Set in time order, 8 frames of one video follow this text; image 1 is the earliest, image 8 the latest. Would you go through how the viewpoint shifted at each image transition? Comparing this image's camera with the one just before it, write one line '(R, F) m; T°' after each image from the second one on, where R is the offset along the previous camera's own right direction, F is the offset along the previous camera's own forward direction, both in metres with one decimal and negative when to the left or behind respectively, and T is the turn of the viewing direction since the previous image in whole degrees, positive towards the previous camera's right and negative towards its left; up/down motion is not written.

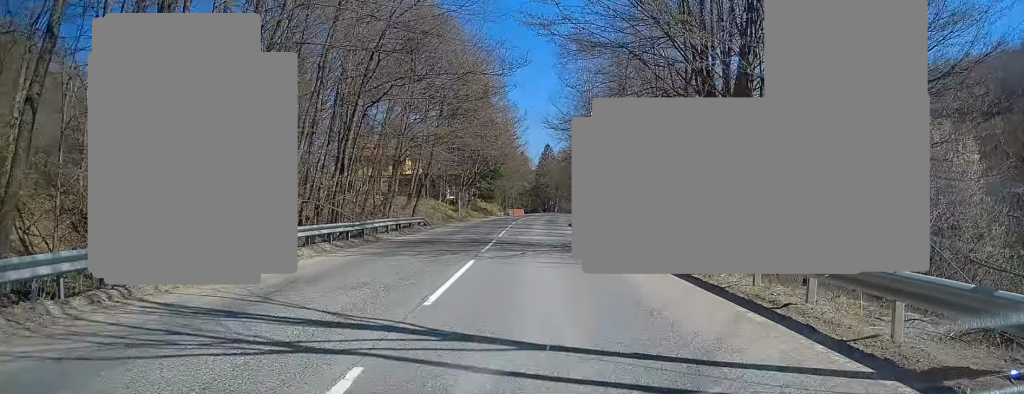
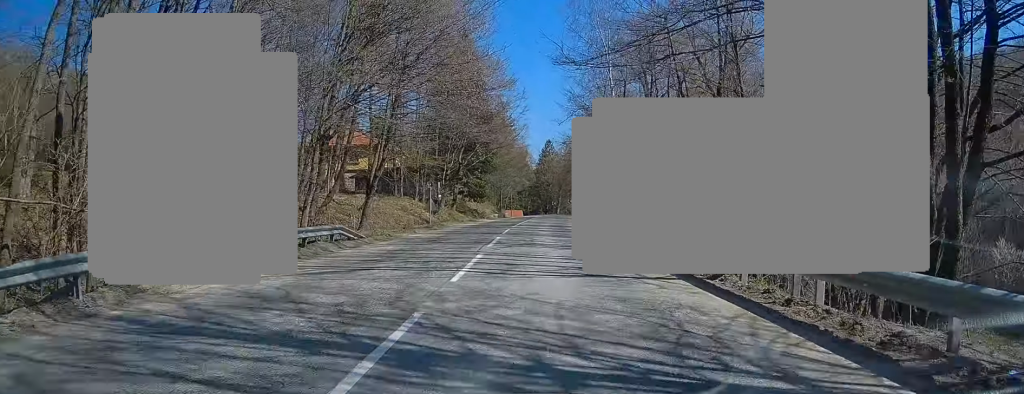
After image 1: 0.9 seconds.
(0.0, +15.5) m; 0°
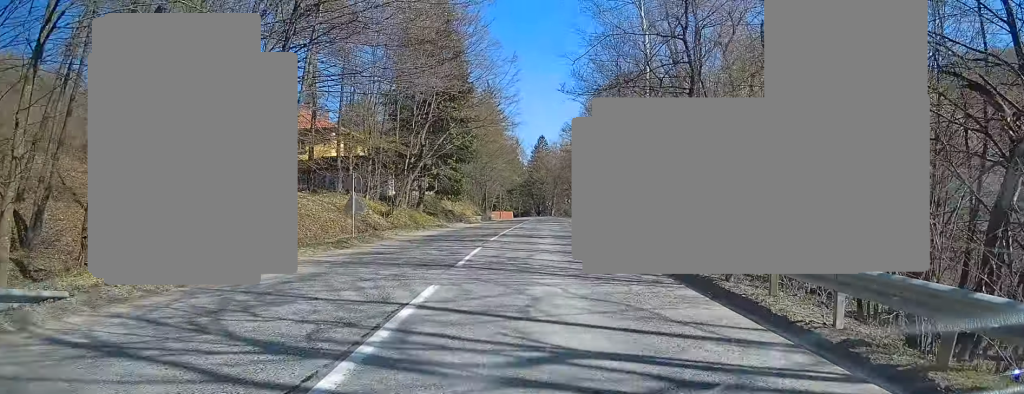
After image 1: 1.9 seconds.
(0.0, +15.6) m; 0°
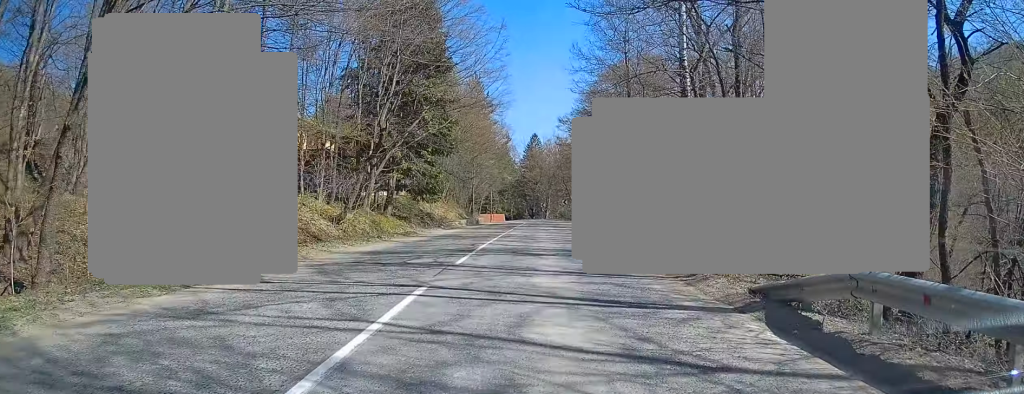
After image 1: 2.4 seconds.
(0.0, +8.9) m; 0°
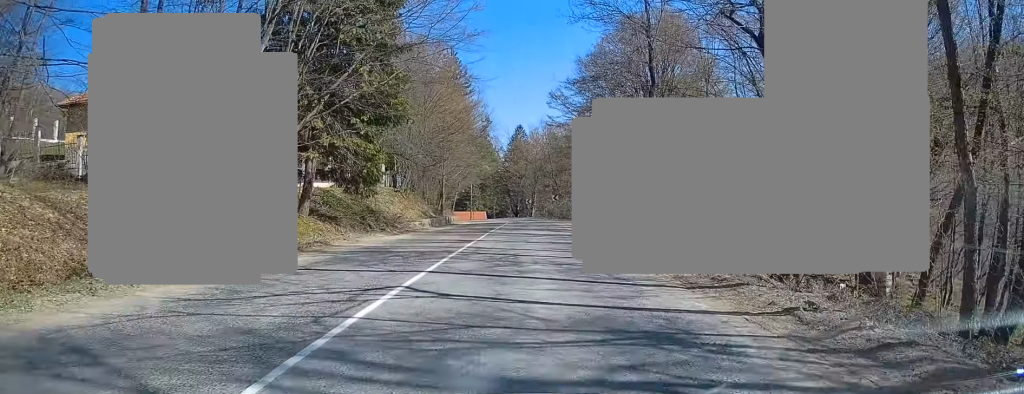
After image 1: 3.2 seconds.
(0.0, +12.6) m; +1°
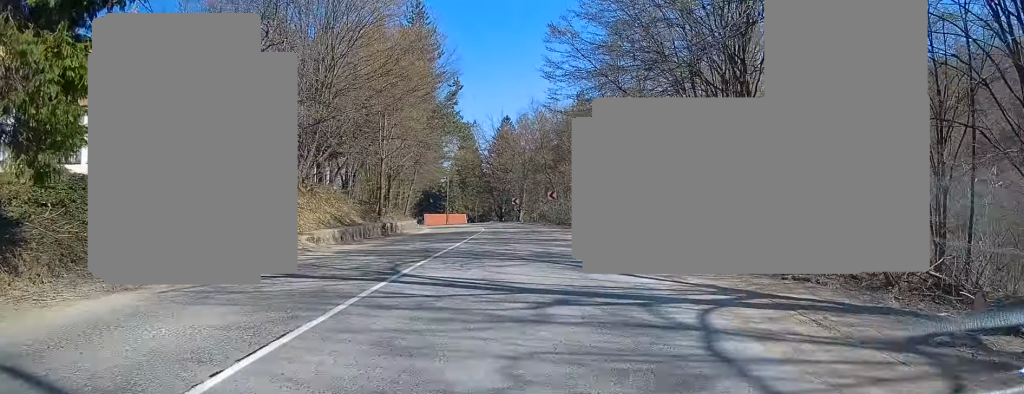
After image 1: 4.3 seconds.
(+0.4, +18.7) m; +1°
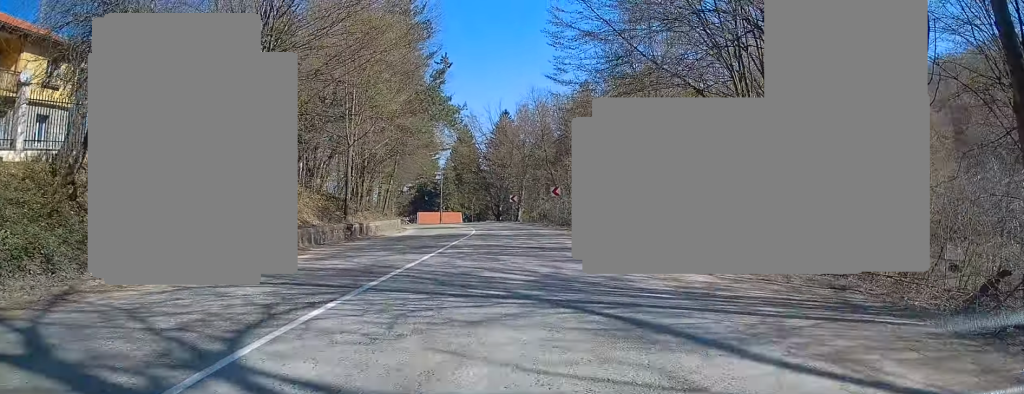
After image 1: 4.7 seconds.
(0.0, +6.4) m; 0°
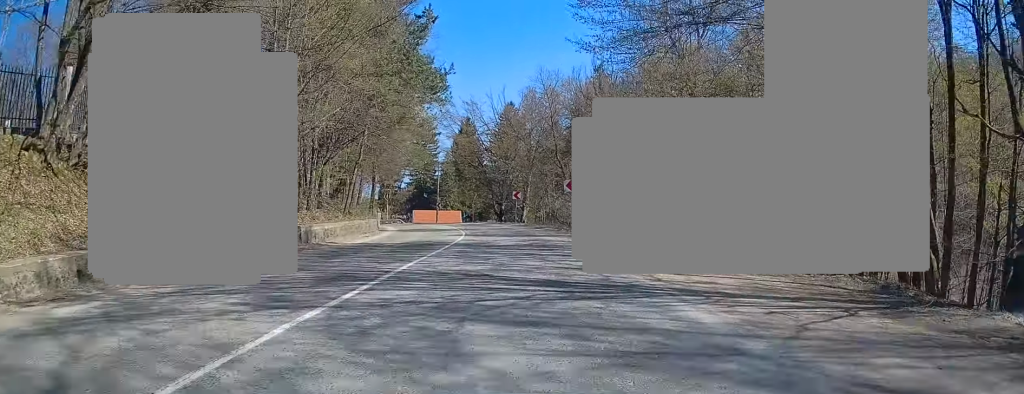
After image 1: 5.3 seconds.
(-0.2, +9.0) m; -1°
